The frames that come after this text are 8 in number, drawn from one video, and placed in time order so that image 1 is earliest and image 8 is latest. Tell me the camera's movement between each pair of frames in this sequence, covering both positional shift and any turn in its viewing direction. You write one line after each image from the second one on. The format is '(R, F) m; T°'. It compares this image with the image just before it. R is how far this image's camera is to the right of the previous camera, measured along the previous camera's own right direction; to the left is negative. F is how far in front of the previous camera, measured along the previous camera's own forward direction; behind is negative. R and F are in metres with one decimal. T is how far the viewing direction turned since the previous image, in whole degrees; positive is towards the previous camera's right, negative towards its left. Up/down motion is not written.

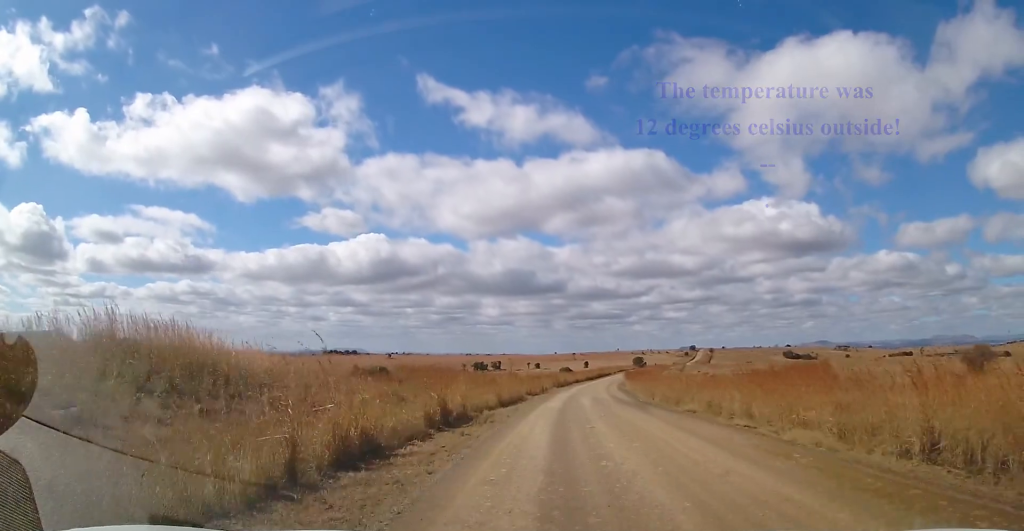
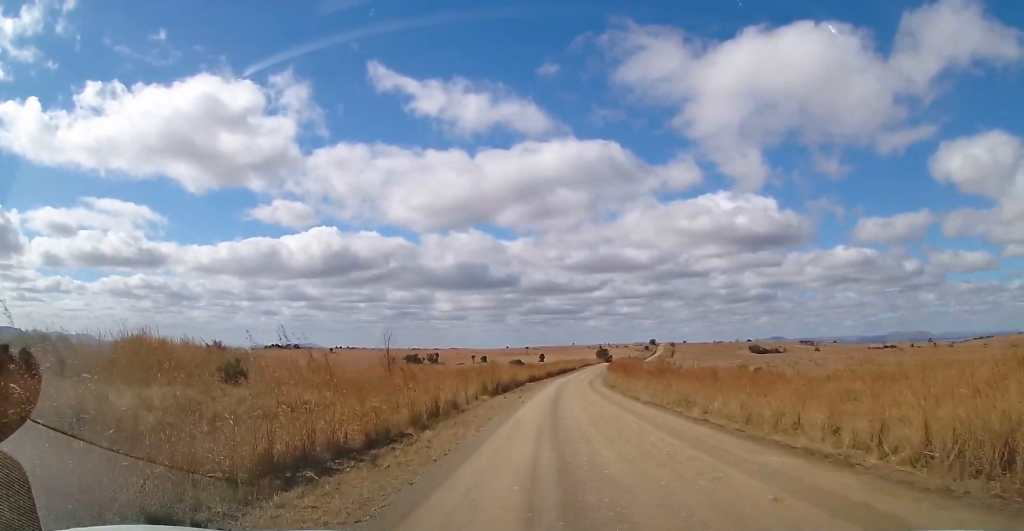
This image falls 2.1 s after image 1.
(+1.4, +41.5) m; +5°
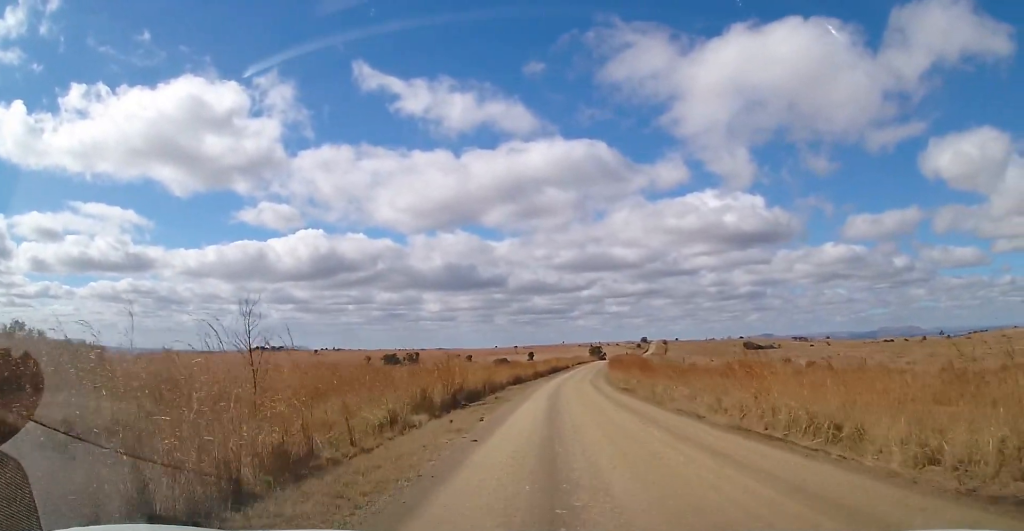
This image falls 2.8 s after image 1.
(+0.3, +15.1) m; +1°
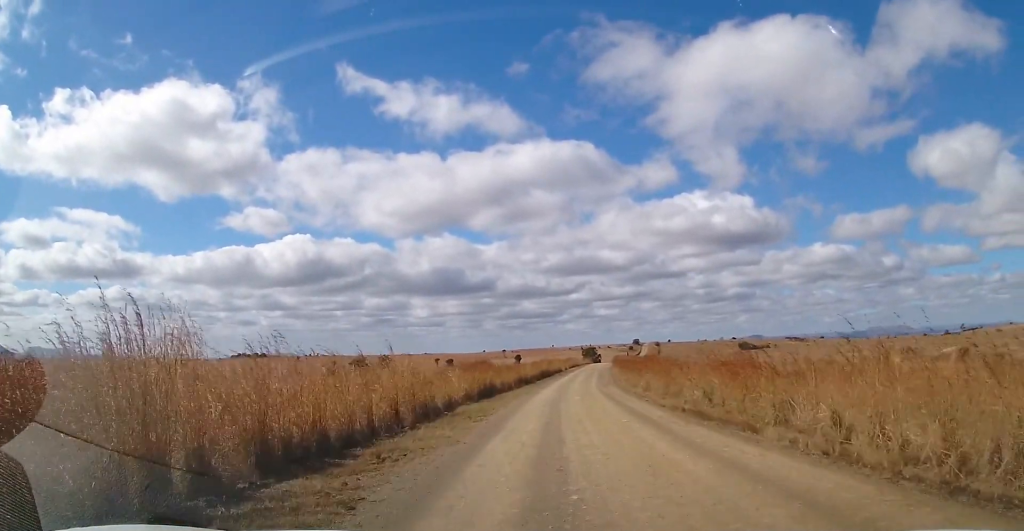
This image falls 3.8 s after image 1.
(+0.1, +20.2) m; 0°
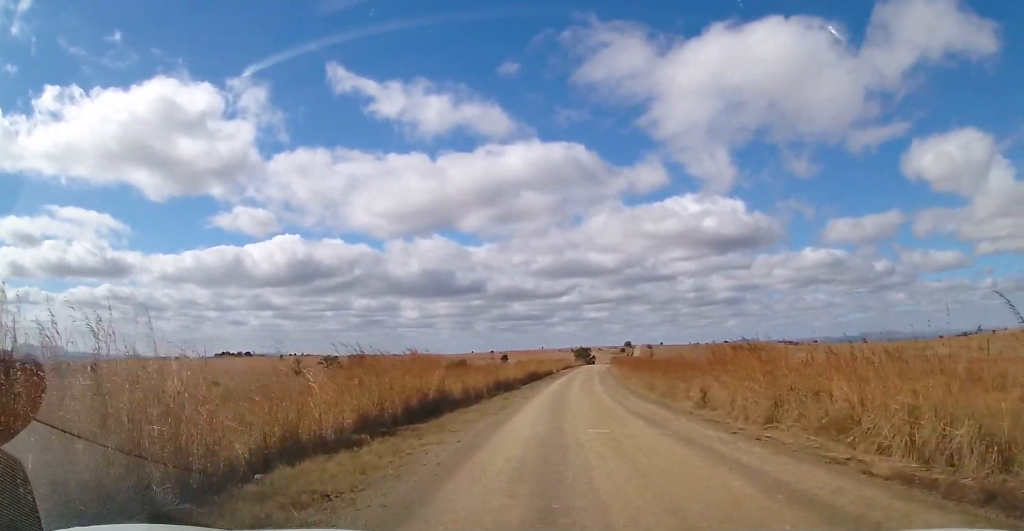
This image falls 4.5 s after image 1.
(-0.2, +15.5) m; +1°
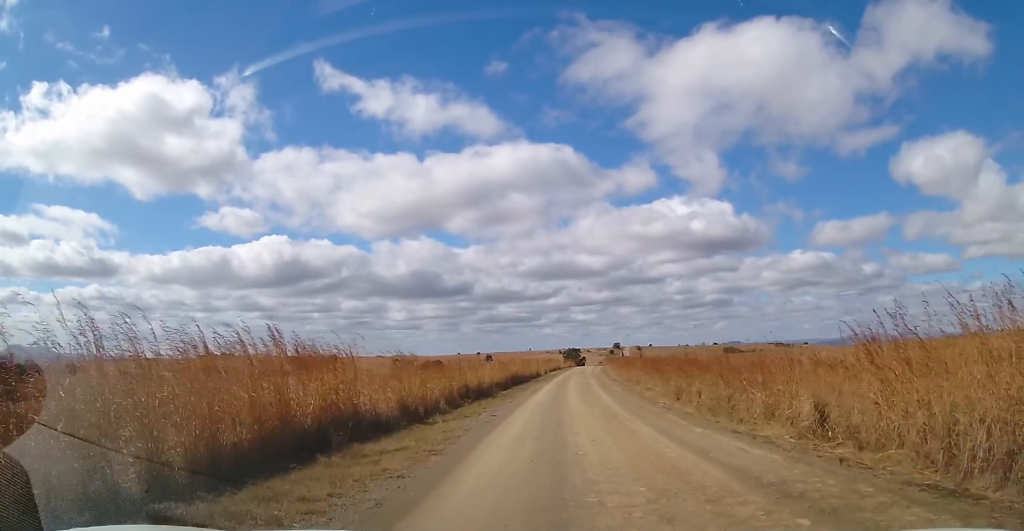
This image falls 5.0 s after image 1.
(+0.2, +10.8) m; +2°
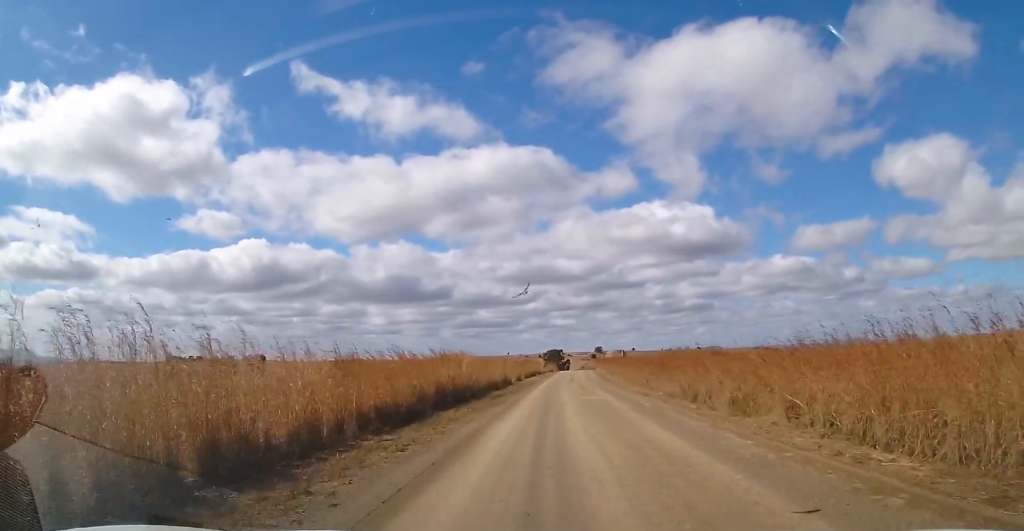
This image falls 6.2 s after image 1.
(+0.8, +26.9) m; +2°
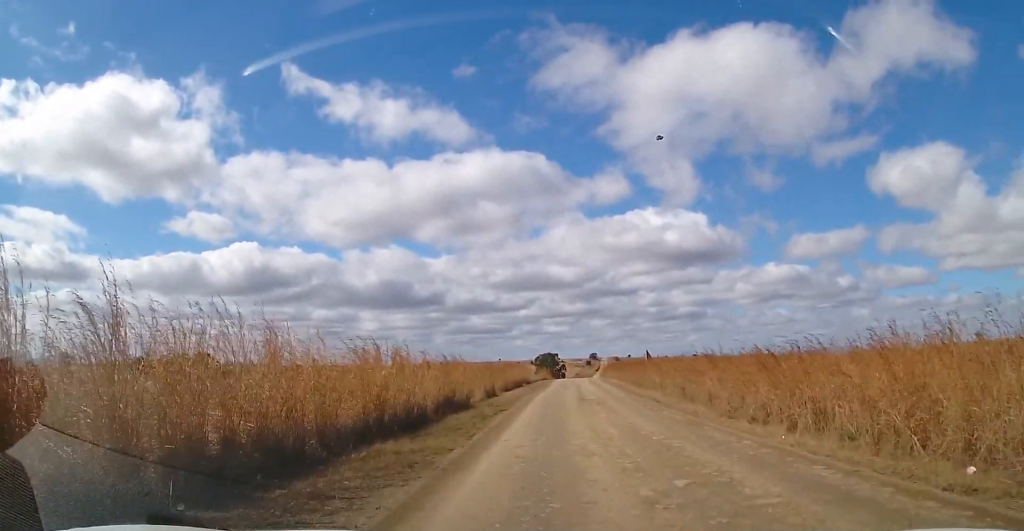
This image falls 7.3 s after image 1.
(+0.1, +24.1) m; 0°
